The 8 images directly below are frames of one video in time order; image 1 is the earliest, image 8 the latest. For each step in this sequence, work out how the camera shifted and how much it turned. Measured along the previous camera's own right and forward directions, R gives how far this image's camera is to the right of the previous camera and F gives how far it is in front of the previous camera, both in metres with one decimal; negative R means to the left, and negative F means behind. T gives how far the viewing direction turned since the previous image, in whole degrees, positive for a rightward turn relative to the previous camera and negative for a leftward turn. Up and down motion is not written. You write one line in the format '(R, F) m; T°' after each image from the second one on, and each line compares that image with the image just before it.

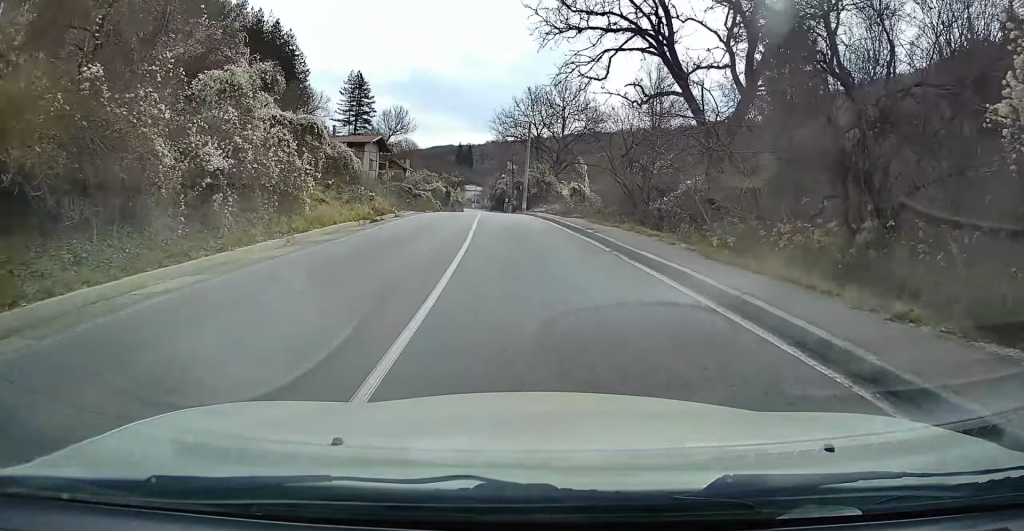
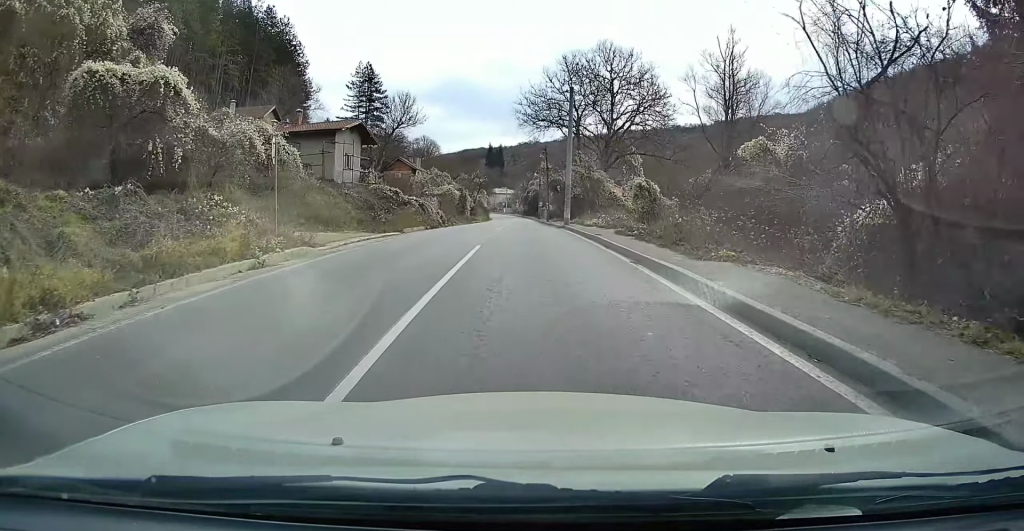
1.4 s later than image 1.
(-0.4, +19.8) m; -3°
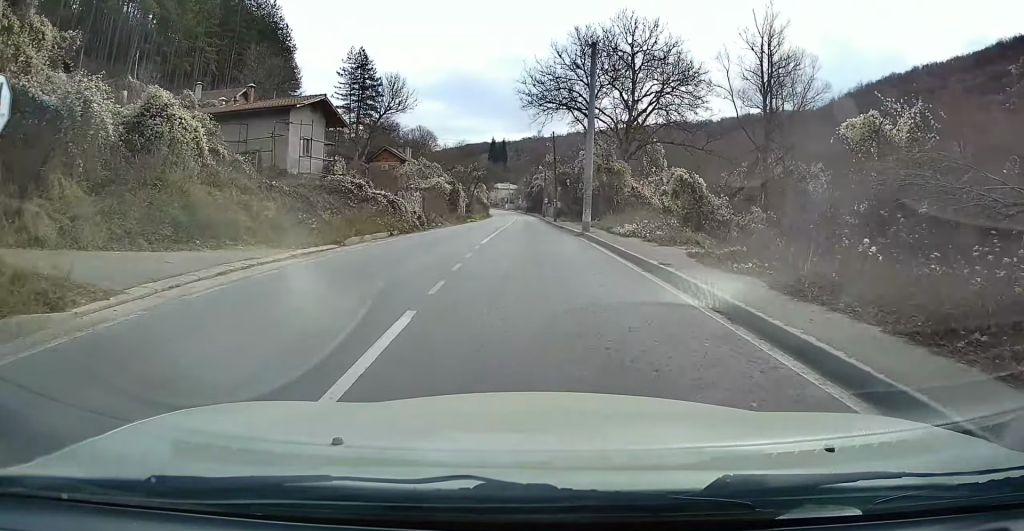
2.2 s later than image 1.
(-0.3, +10.2) m; -1°
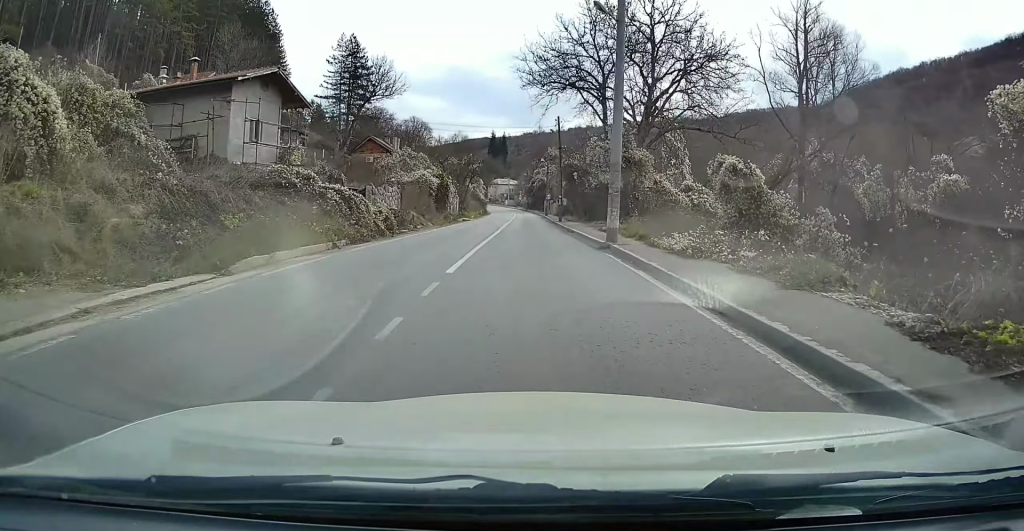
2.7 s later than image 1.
(0.0, +7.6) m; 0°
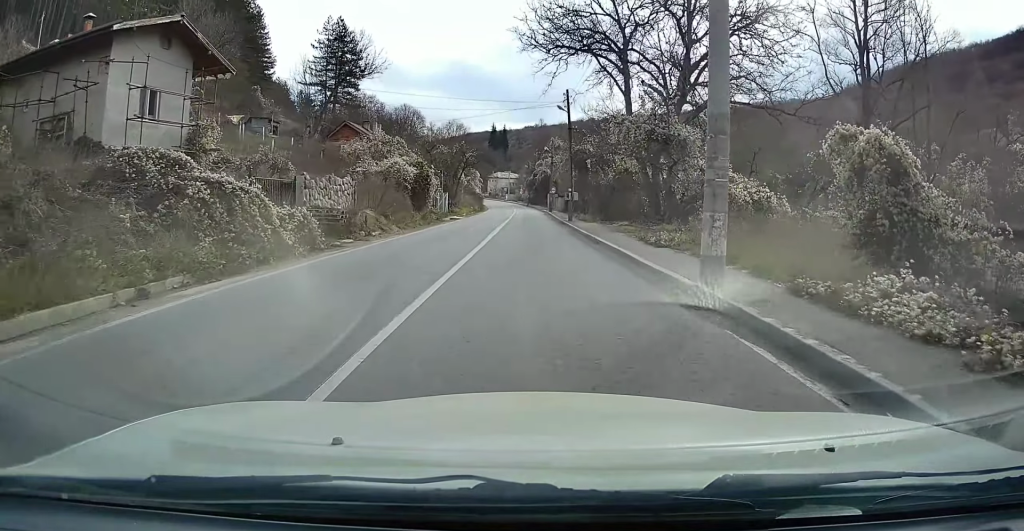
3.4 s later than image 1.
(+0.1, +9.8) m; 0°
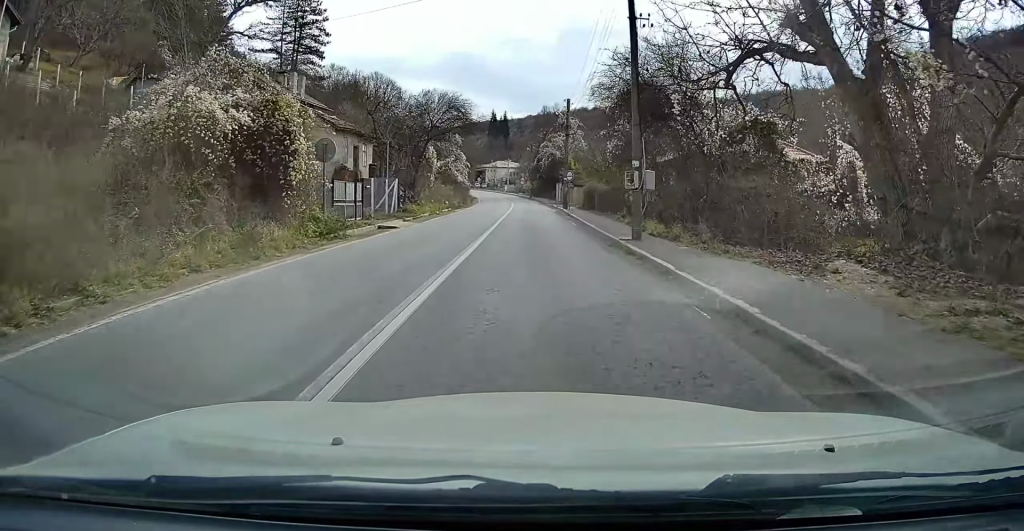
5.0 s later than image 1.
(-0.2, +22.4) m; -1°
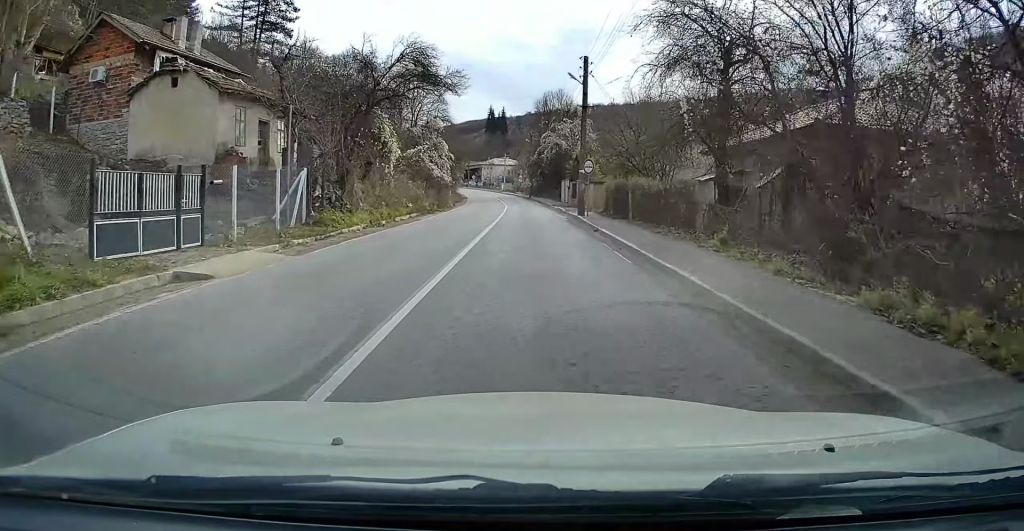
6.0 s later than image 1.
(-0.1, +13.9) m; 0°
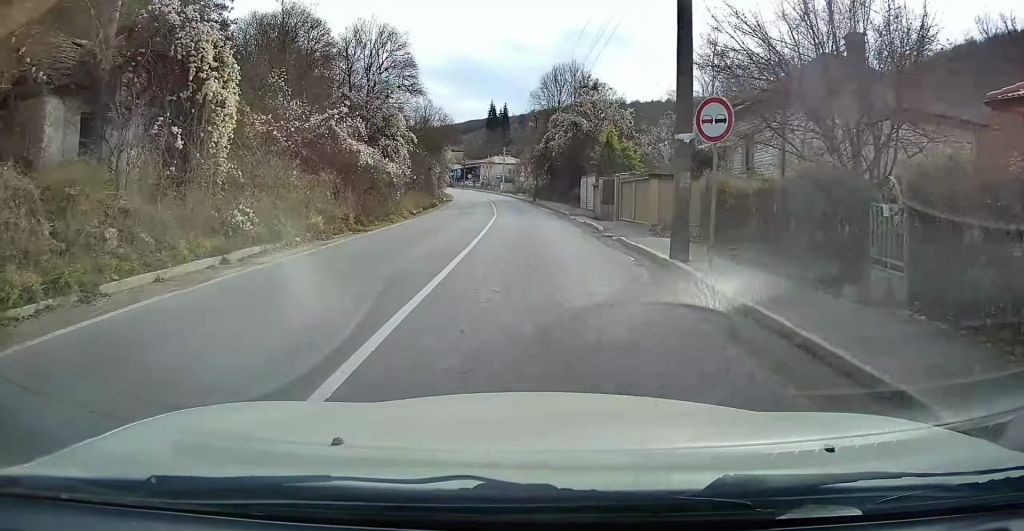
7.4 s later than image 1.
(+0.3, +19.3) m; +1°
